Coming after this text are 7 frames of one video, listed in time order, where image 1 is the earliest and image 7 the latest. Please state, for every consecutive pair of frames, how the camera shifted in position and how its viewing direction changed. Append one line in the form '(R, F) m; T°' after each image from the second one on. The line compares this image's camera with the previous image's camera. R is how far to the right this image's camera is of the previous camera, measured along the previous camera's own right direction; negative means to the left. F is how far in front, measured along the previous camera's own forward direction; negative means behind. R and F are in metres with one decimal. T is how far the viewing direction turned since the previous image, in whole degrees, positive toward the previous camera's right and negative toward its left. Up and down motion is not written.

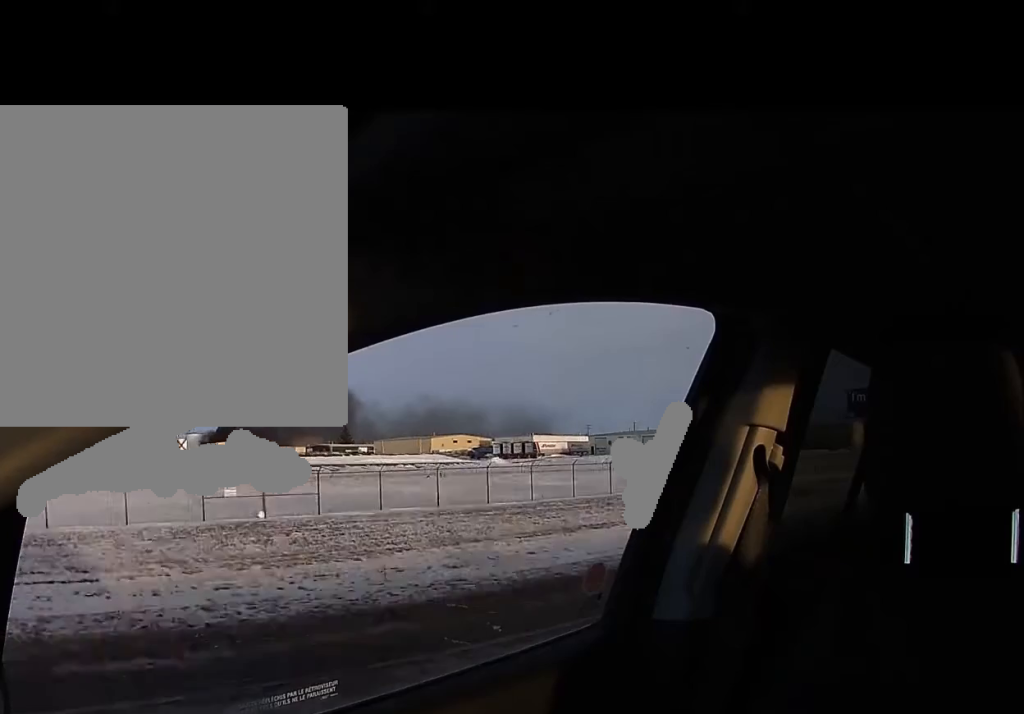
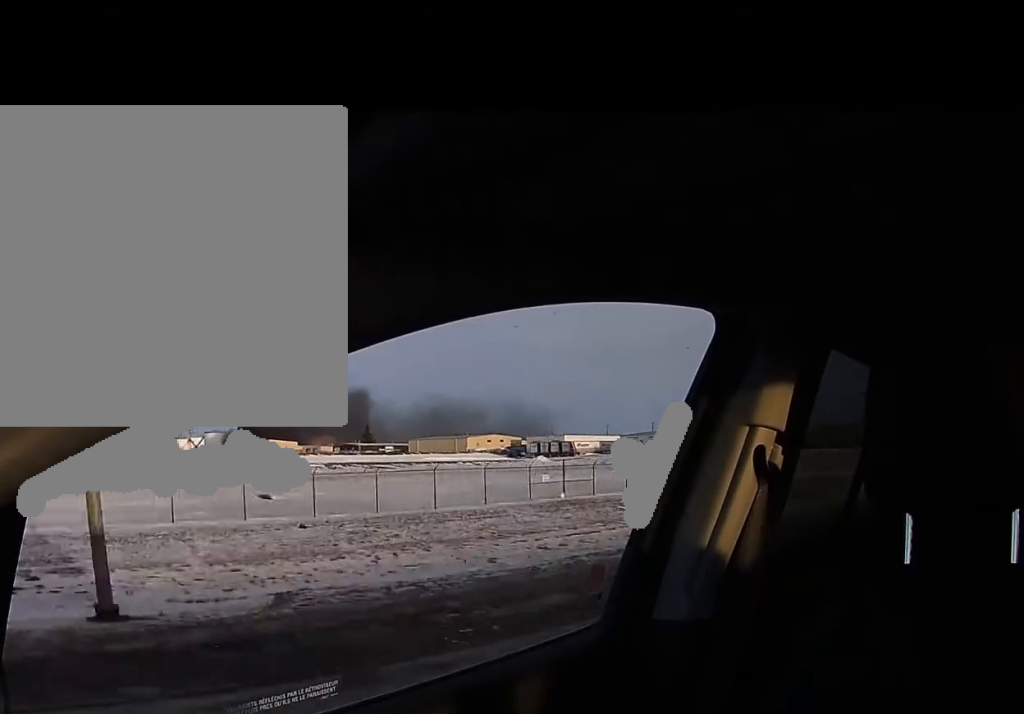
(-0.1, +14.5) m; +1°
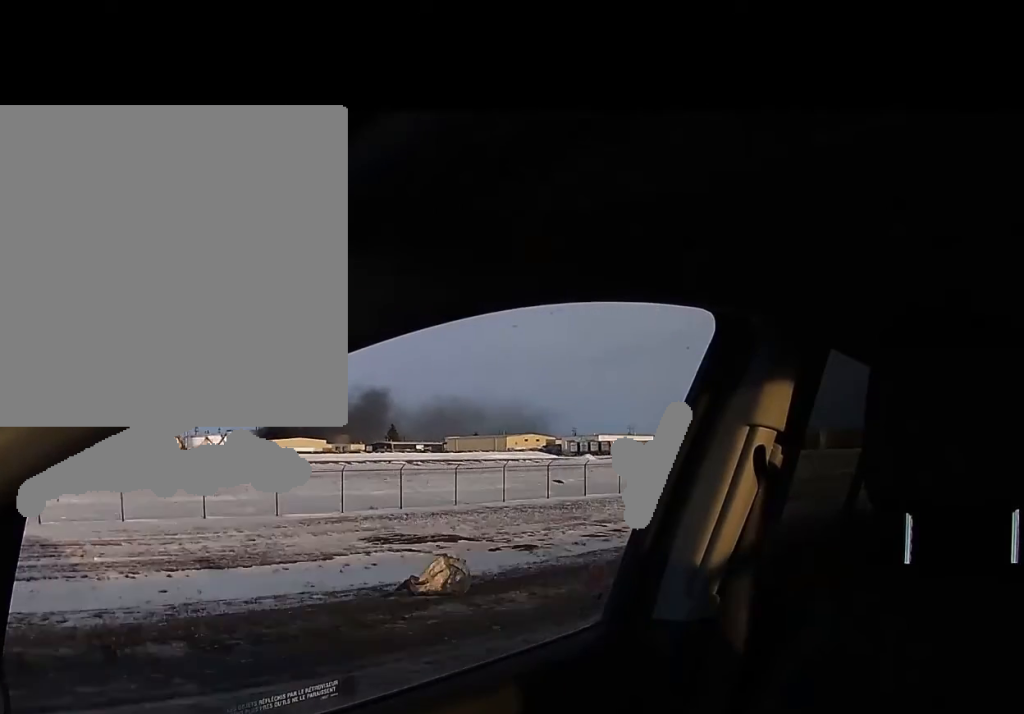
(+0.1, +20.0) m; +1°
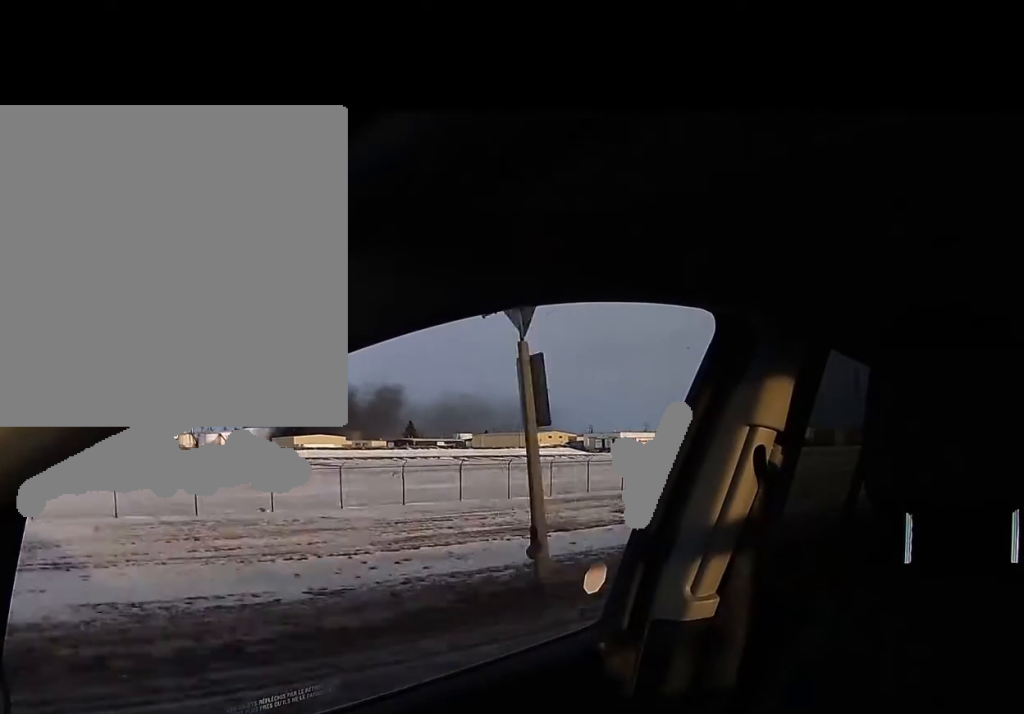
(+0.3, +13.5) m; +1°
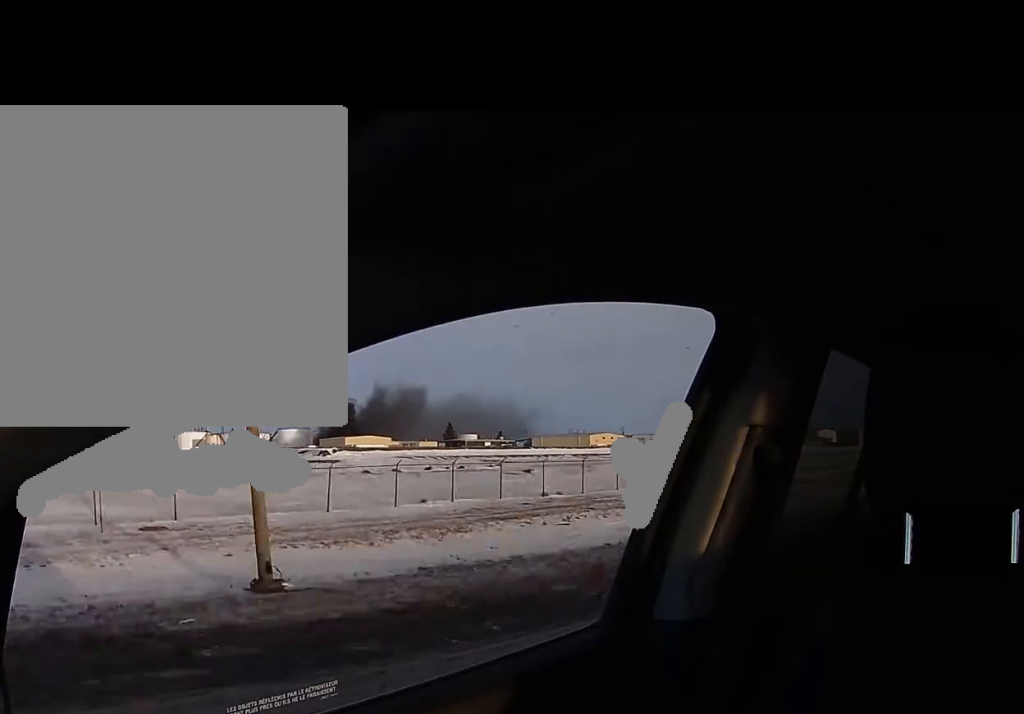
(+0.9, +42.7) m; +2°
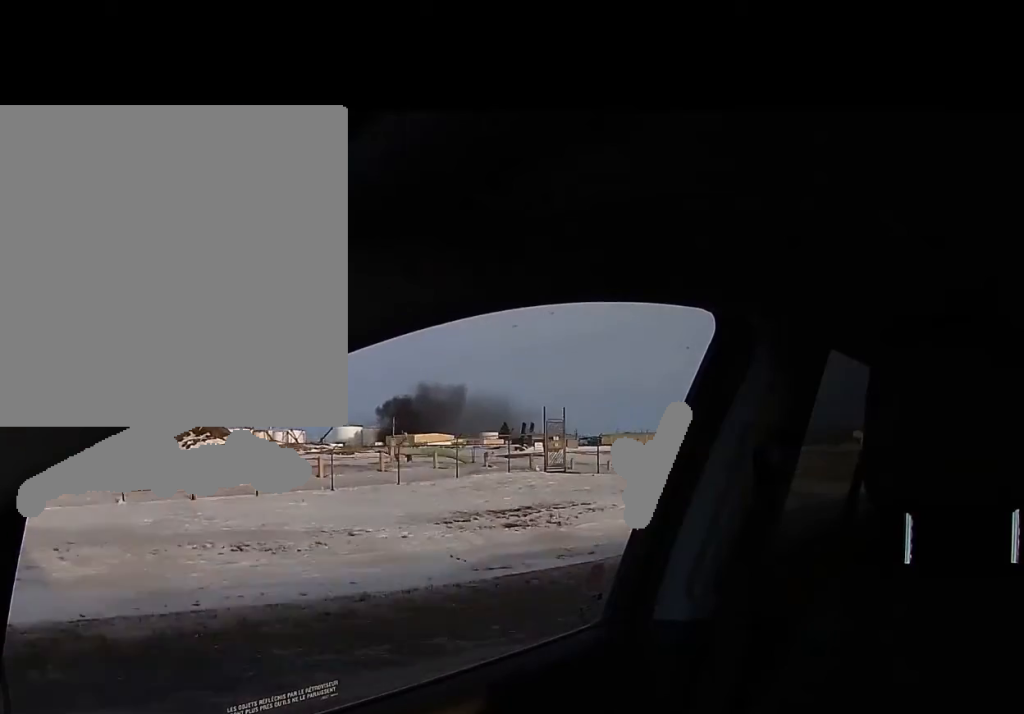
(+0.5, +55.7) m; +1°
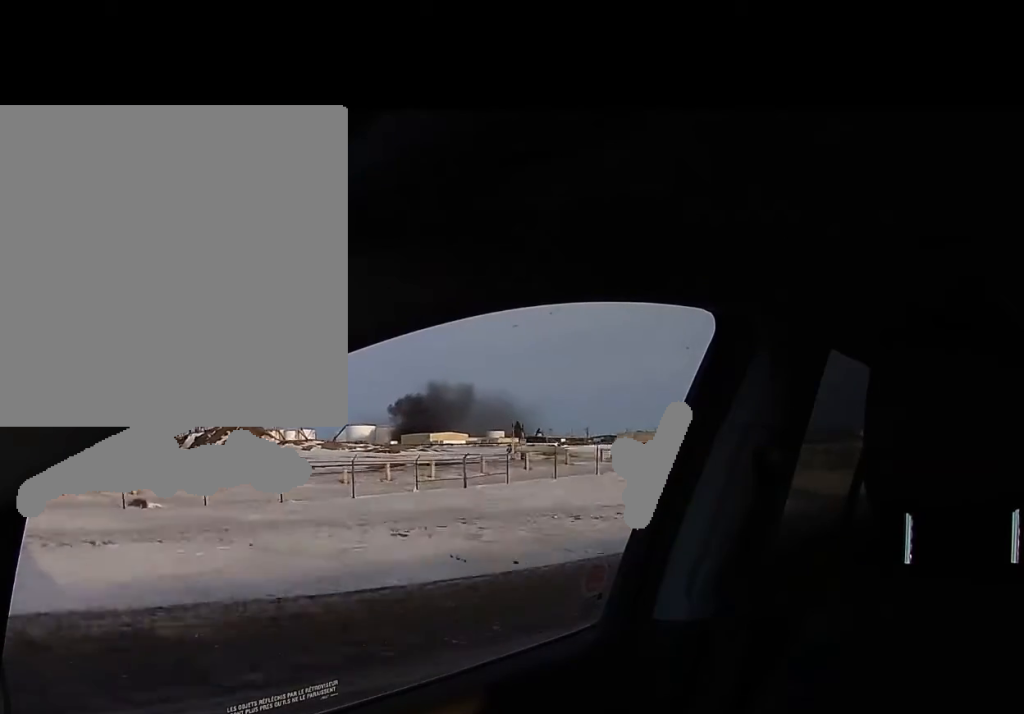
(0.0, +11.9) m; 0°
